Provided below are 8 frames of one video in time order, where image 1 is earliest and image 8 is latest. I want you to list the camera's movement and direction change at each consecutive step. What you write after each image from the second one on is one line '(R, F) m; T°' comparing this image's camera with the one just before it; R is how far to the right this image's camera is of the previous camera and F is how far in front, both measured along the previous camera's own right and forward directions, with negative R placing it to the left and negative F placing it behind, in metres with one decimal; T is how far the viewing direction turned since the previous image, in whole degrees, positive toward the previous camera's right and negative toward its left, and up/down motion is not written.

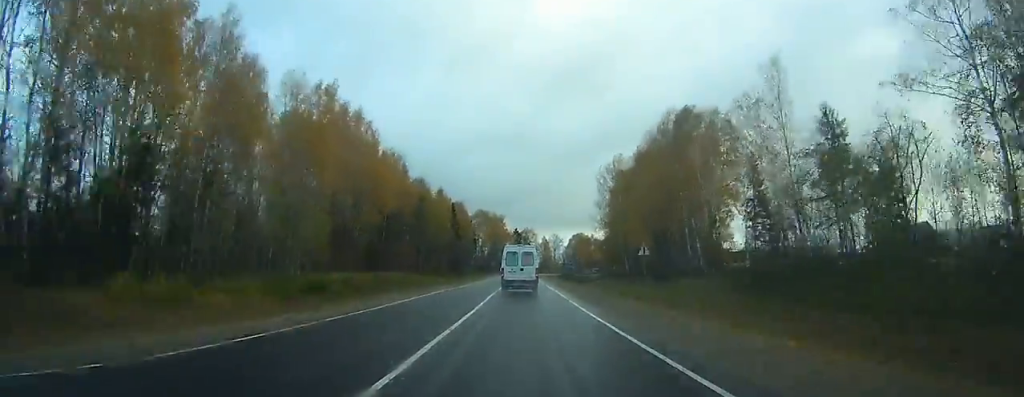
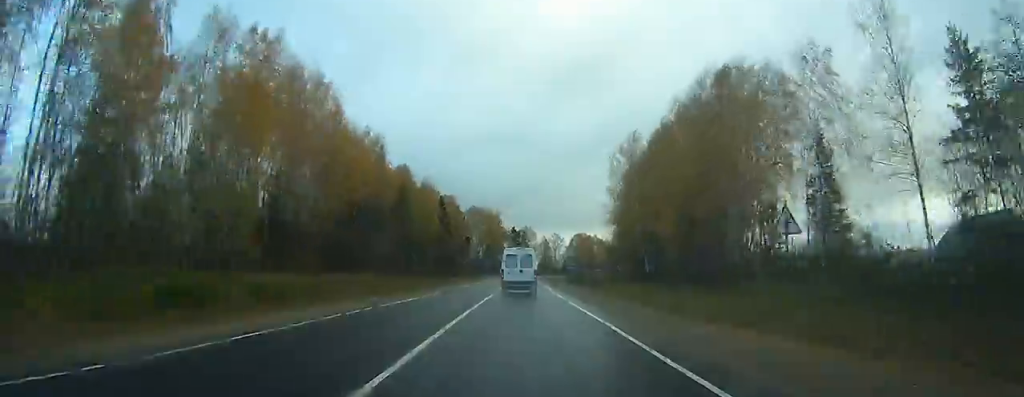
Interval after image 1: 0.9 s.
(+0.1, +17.9) m; 0°
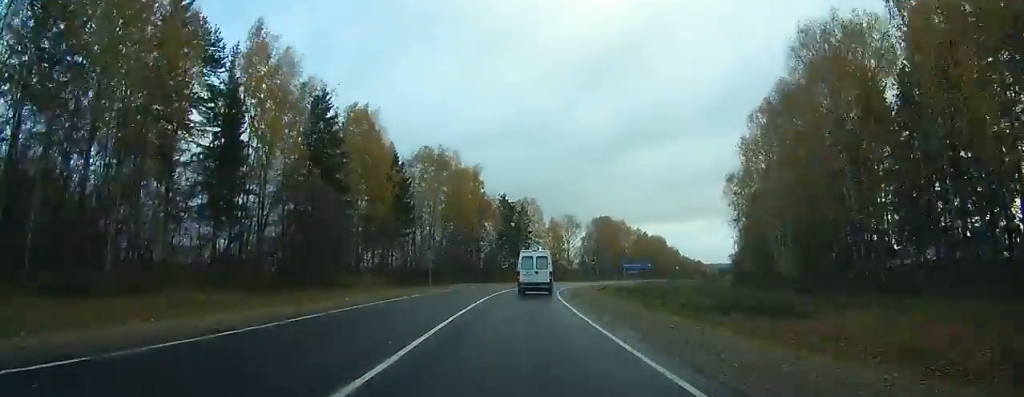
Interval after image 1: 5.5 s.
(0.0, +87.2) m; +1°
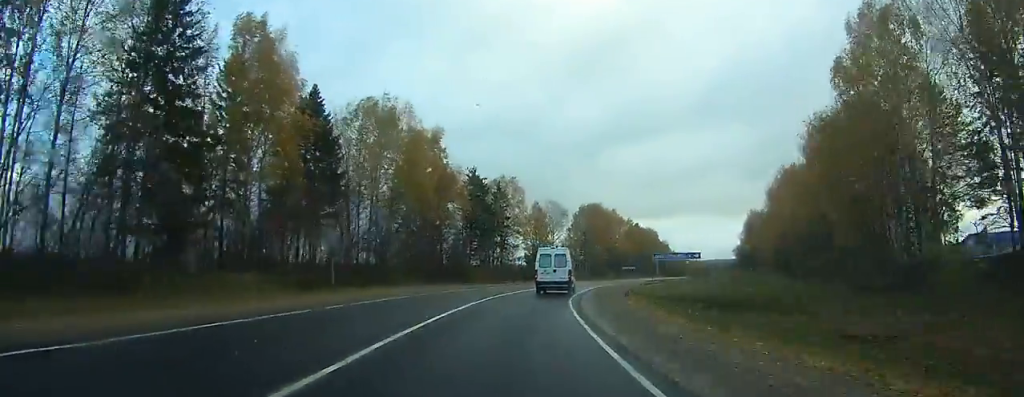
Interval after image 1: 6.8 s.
(+0.4, +25.1) m; +3°
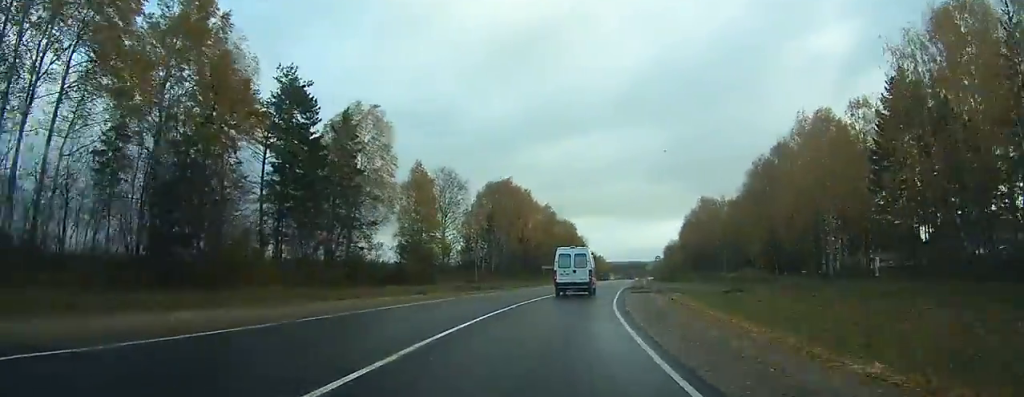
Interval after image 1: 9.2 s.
(+2.4, +44.0) m; +9°
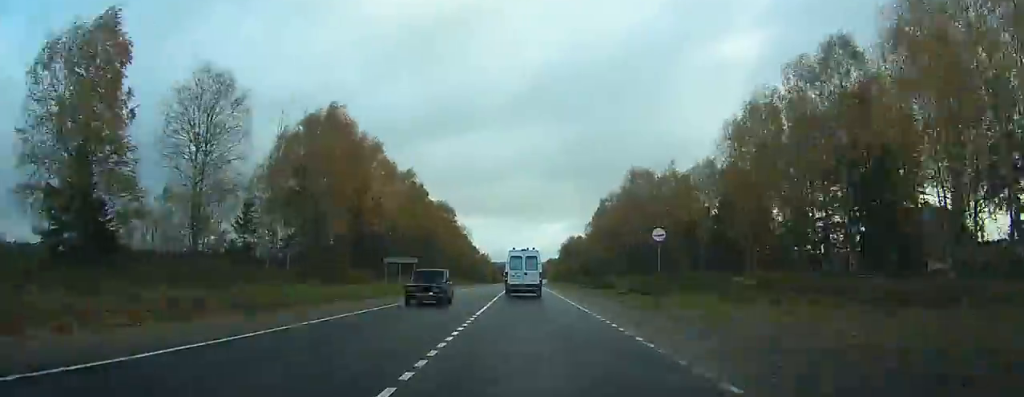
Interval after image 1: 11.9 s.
(+4.6, +47.4) m; +10°
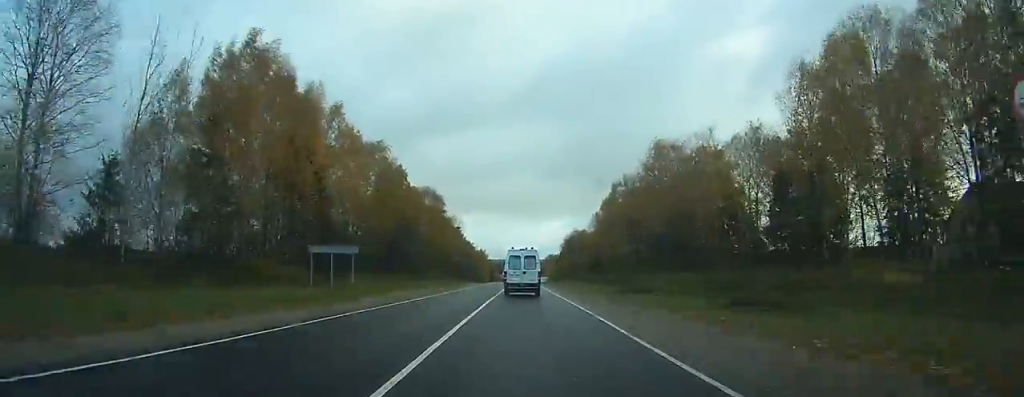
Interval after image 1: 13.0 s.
(+0.7, +20.4) m; +1°
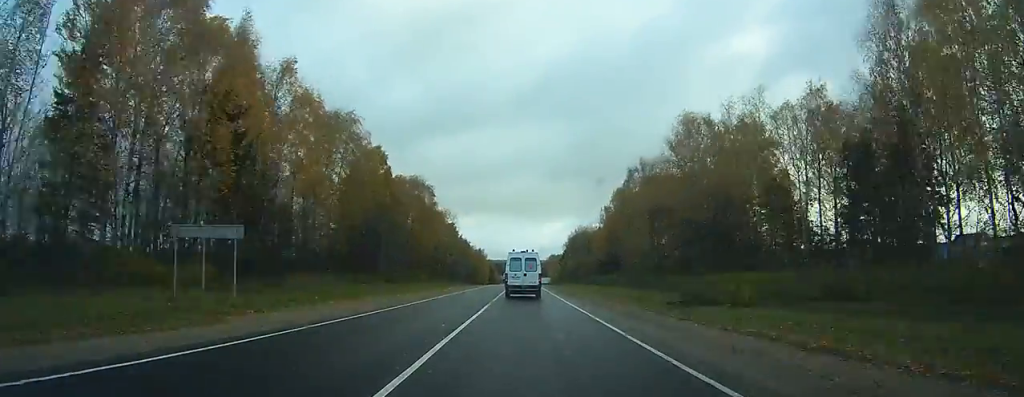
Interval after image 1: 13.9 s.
(+0.2, +15.6) m; +1°
